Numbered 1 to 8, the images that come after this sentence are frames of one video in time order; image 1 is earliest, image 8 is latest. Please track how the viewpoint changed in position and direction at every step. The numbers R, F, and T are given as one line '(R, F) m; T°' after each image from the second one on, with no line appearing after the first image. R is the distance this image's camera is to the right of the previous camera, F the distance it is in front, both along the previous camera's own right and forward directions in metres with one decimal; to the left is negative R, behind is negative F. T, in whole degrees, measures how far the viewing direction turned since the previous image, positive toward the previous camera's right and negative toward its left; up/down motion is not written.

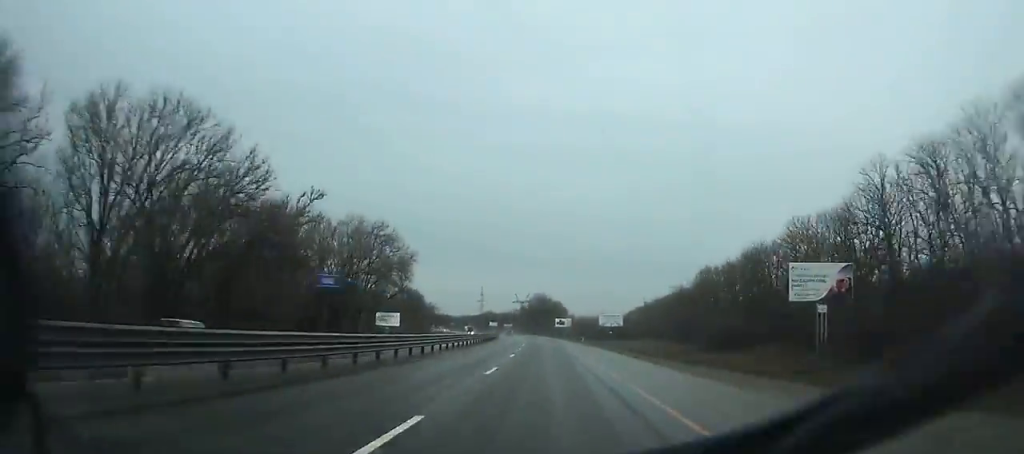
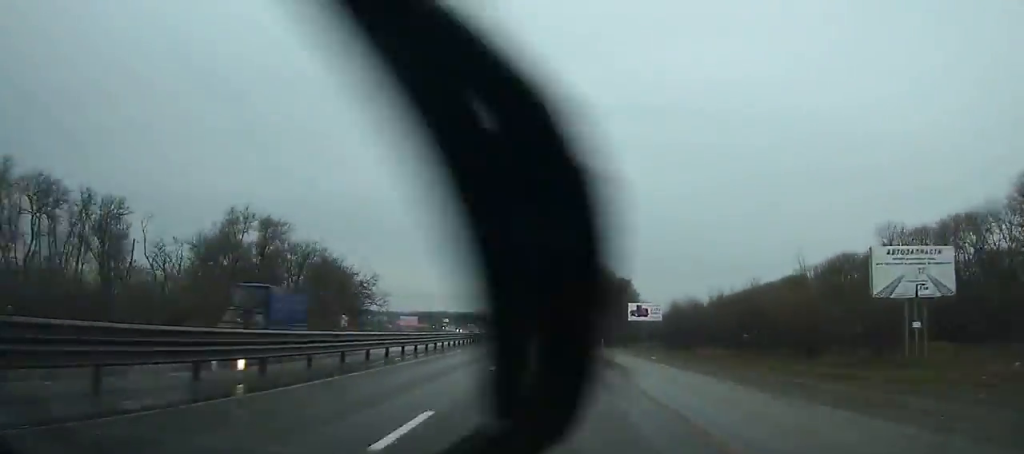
(-4.6, +117.9) m; -5°
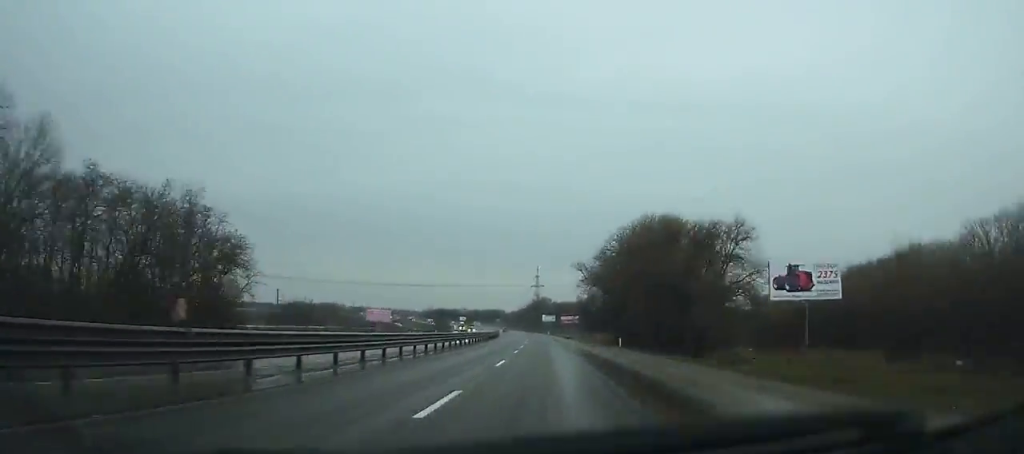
(-1.8, +61.3) m; -3°
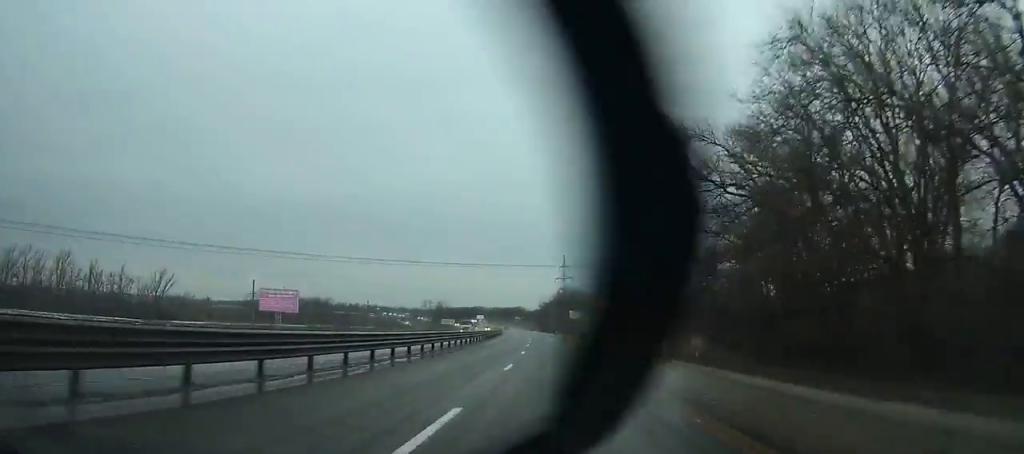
(-1.4, +64.7) m; -3°
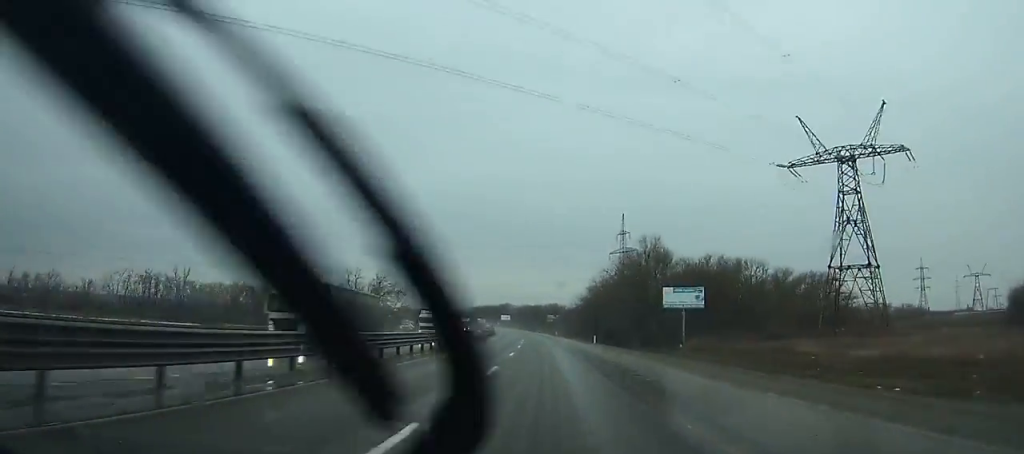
(-4.7, +124.3) m; -4°
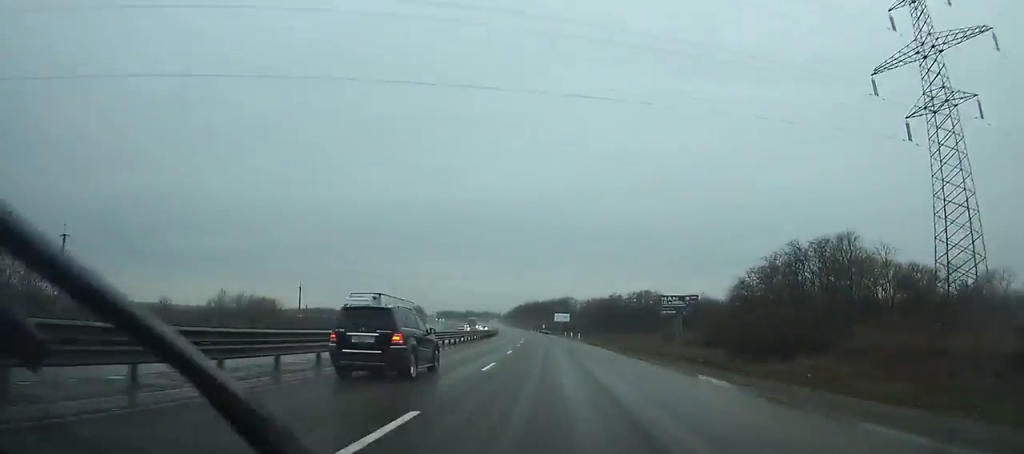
(-8.1, +156.6) m; -6°
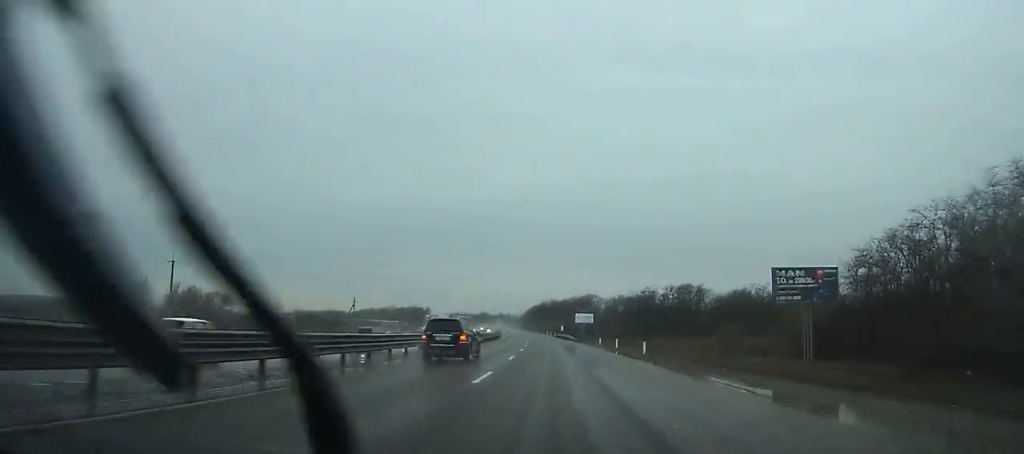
(-0.2, +41.3) m; -2°
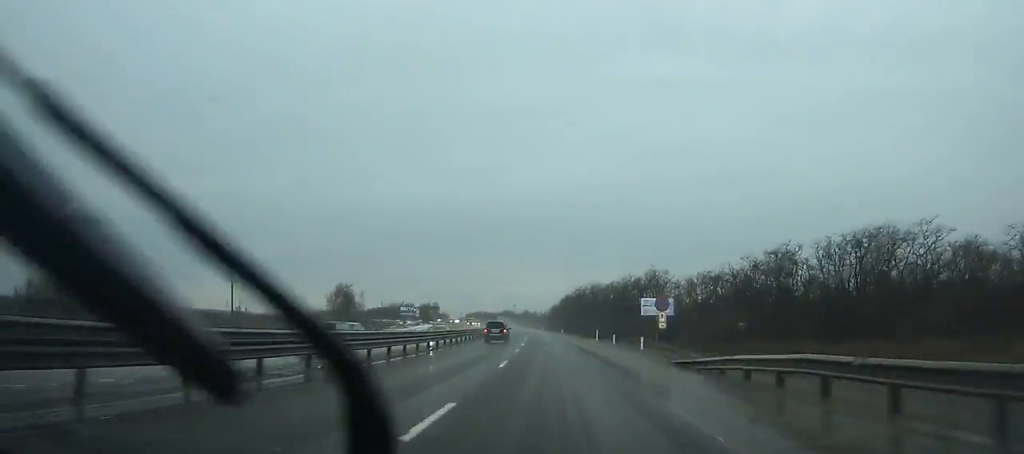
(-3.1, +93.5) m; -4°
